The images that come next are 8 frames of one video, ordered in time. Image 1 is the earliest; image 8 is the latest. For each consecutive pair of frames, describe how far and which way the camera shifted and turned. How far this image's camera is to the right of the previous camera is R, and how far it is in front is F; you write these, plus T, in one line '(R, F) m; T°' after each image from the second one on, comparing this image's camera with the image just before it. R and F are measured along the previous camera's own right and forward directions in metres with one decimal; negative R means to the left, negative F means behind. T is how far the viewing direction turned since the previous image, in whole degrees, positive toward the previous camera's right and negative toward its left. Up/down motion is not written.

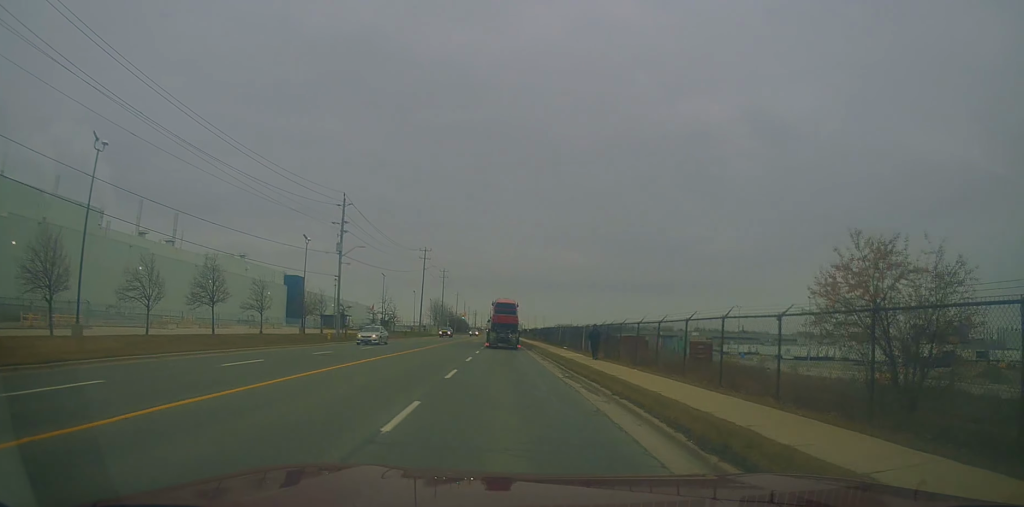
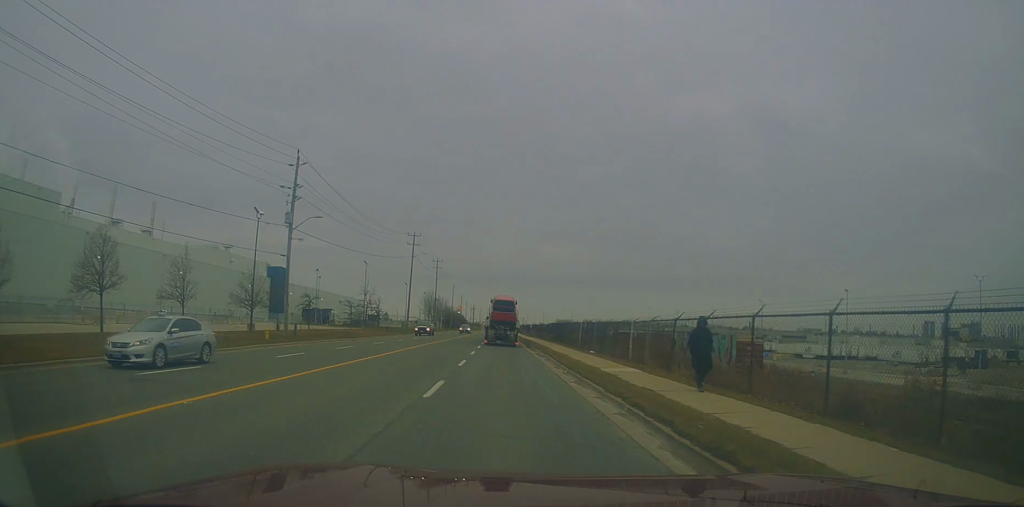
(0.0, +13.8) m; 0°
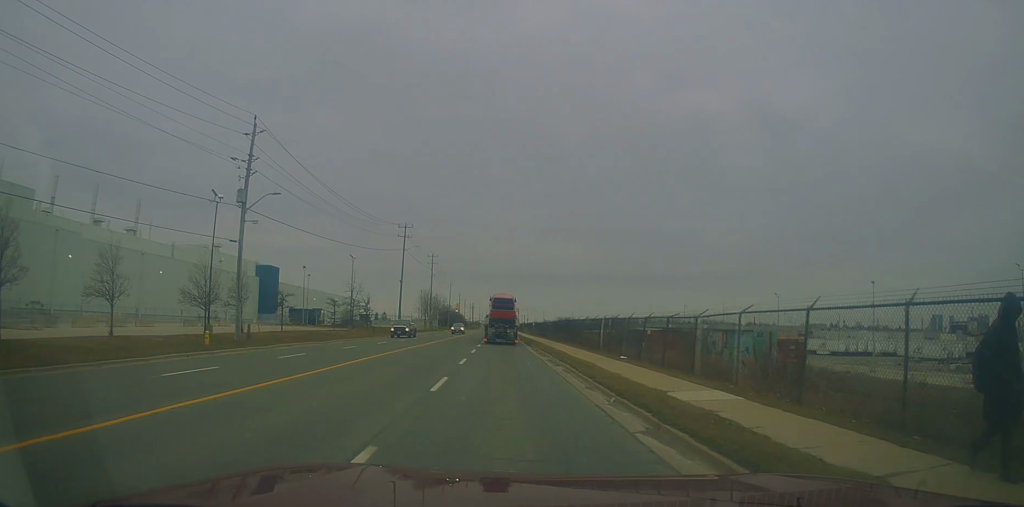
(+0.2, +8.2) m; 0°
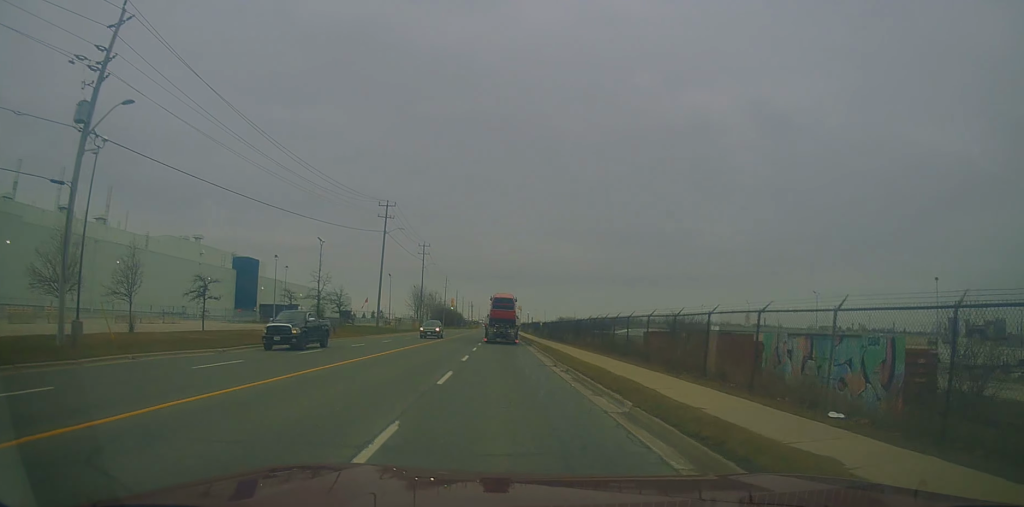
(-0.2, +16.1) m; 0°
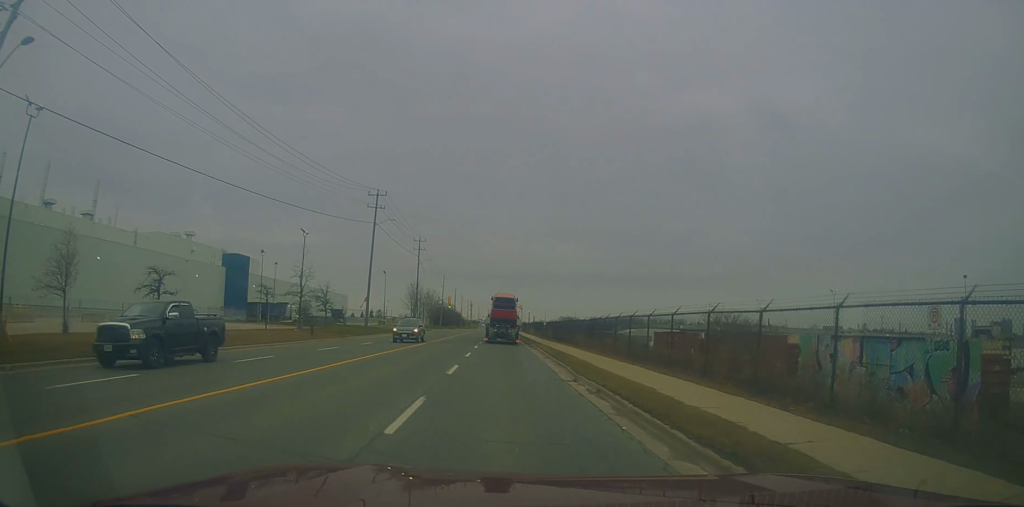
(+0.1, +6.3) m; -1°
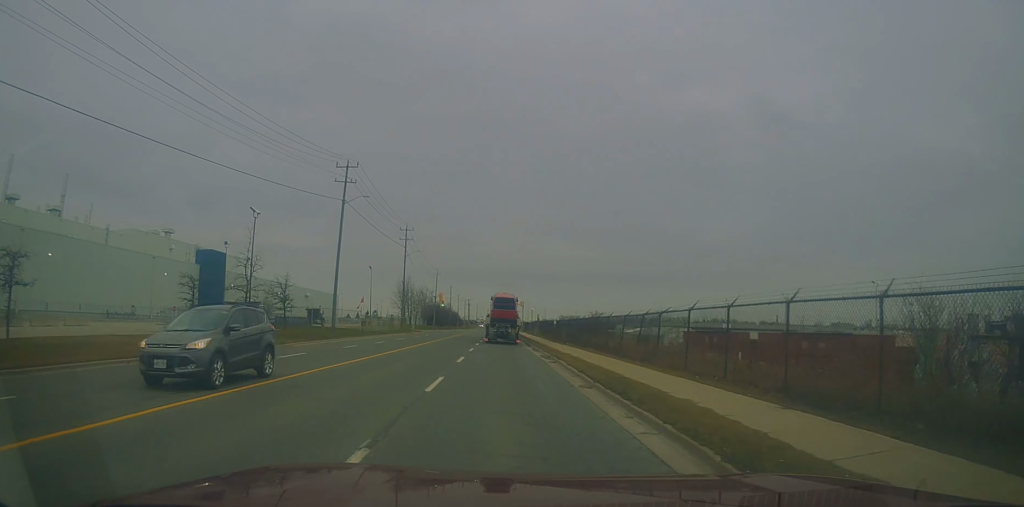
(0.0, +13.6) m; -1°
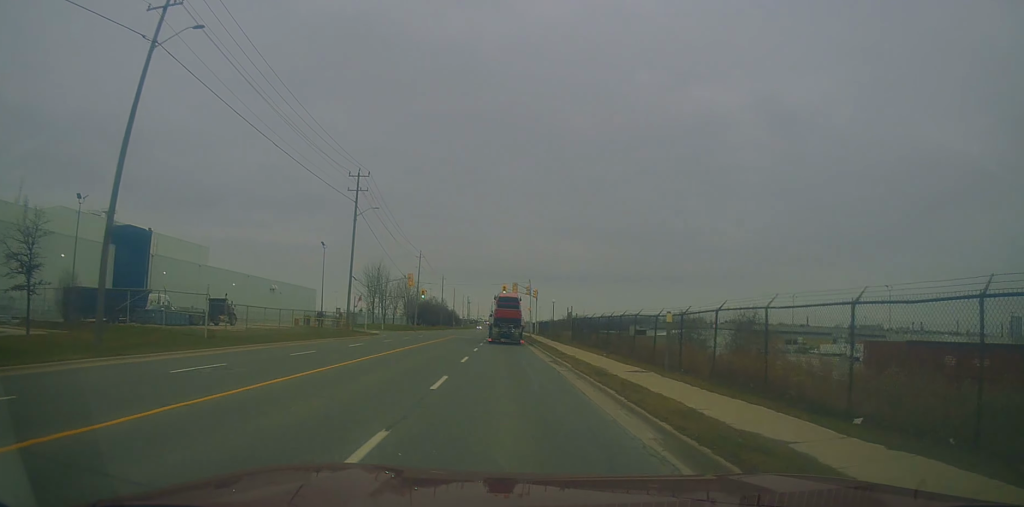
(+0.6, +36.0) m; +2°
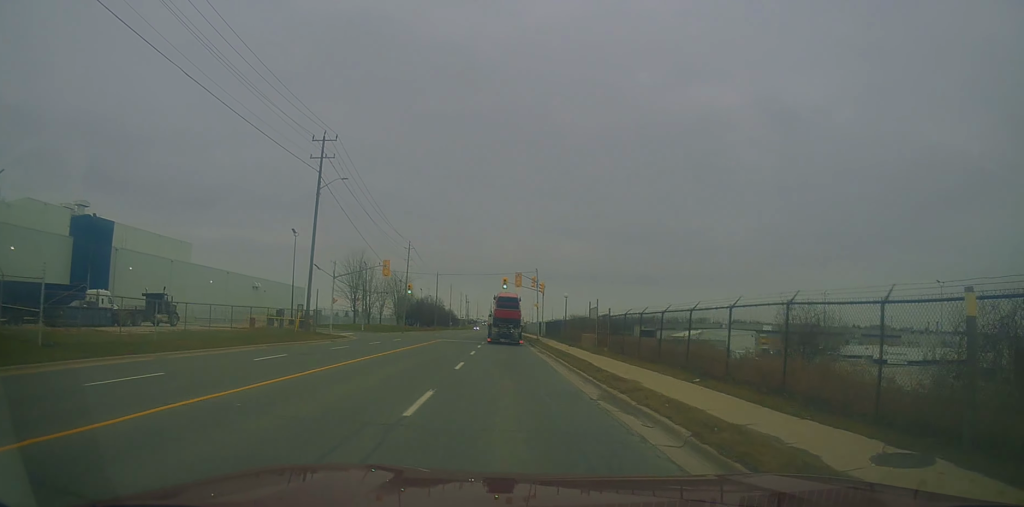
(-0.1, +12.9) m; -1°
